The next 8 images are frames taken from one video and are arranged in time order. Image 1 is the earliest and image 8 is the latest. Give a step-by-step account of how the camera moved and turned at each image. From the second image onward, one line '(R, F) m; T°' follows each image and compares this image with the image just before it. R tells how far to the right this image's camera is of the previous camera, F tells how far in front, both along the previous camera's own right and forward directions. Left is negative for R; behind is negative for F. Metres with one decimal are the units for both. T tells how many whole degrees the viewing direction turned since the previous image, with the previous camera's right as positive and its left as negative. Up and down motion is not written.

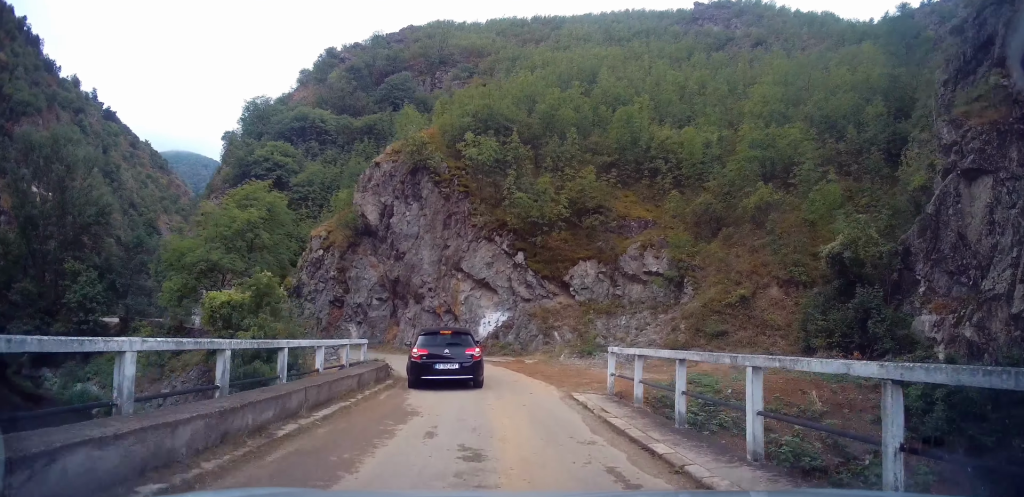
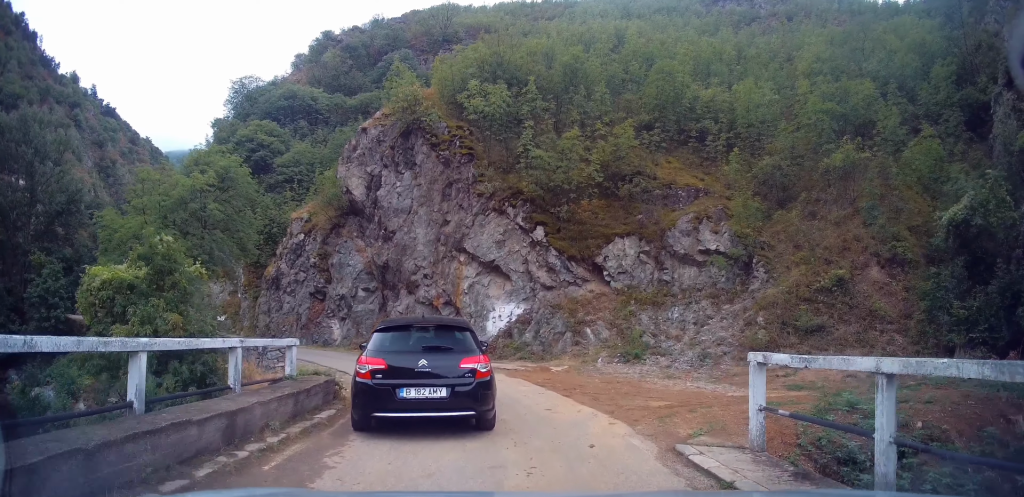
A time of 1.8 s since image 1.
(-0.1, +6.9) m; +1°
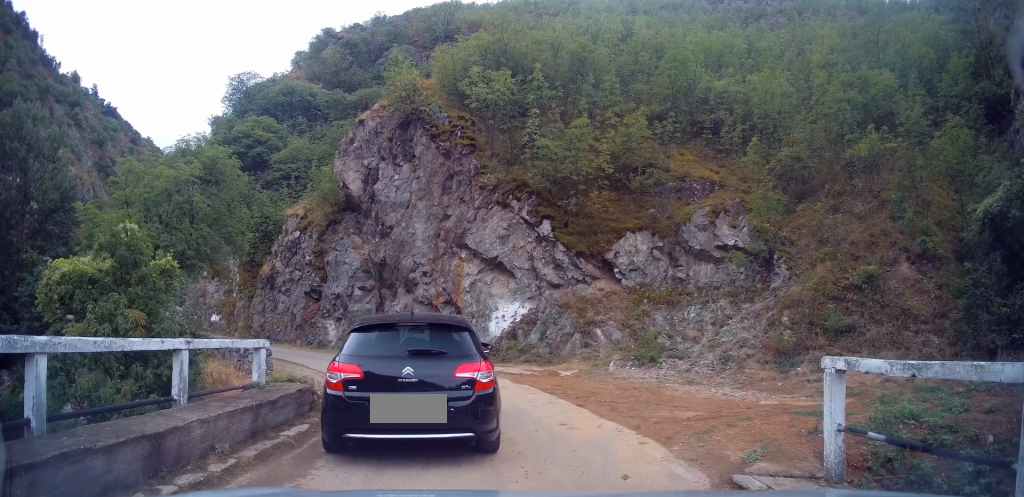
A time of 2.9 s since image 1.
(+0.1, +2.0) m; +4°
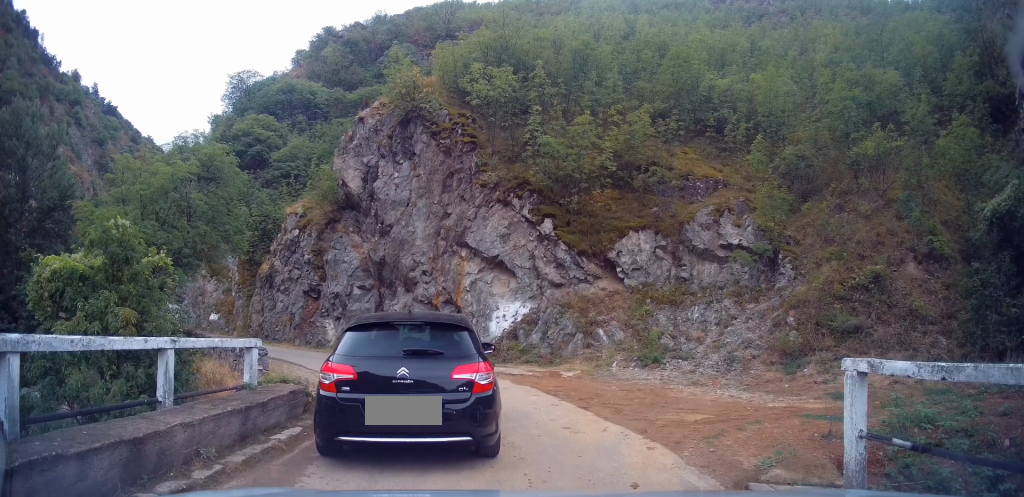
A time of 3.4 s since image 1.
(0.0, +0.5) m; 0°
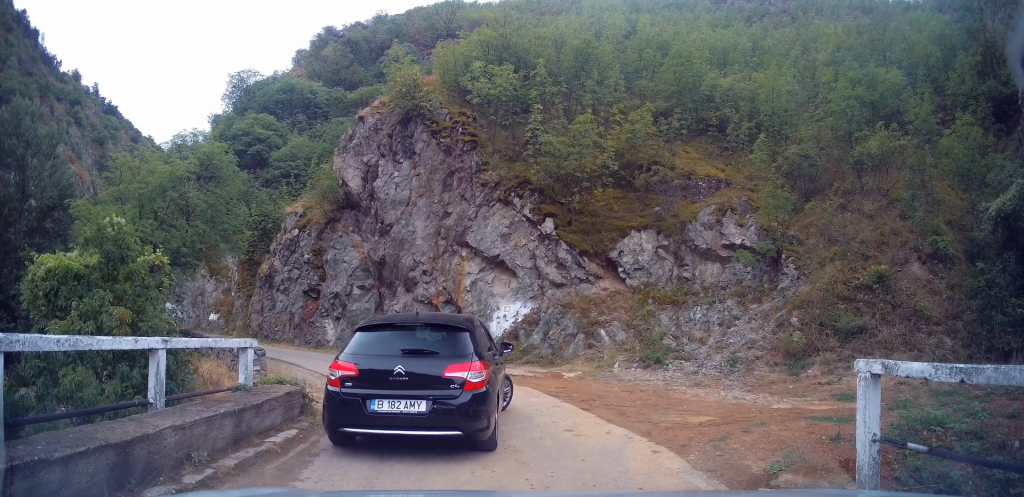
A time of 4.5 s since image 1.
(-0.1, +0.3) m; 0°
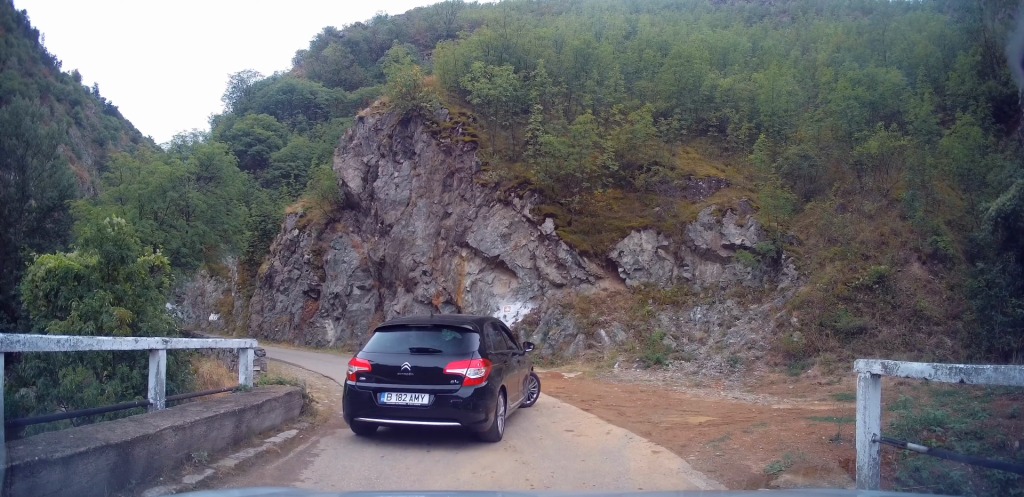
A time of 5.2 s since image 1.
(0.0, 0.0) m; 0°
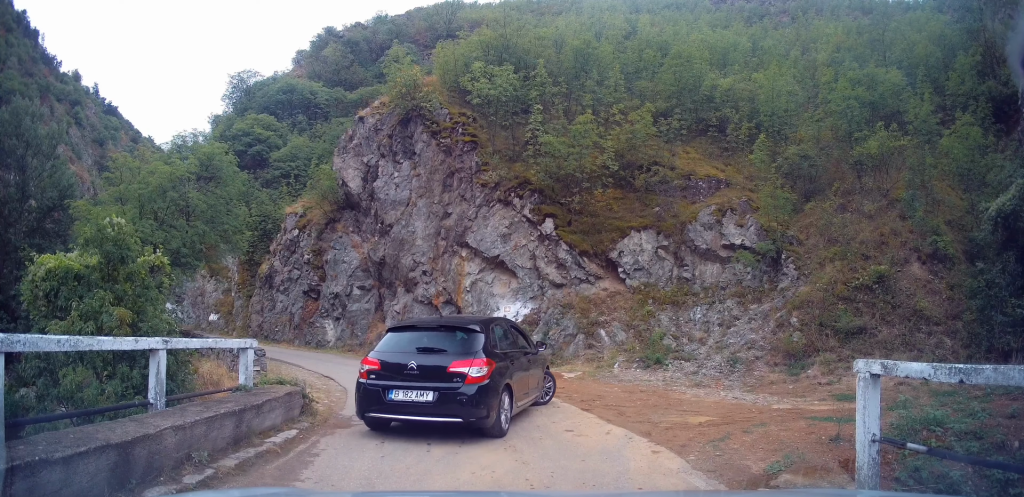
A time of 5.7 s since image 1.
(0.0, 0.0) m; 0°
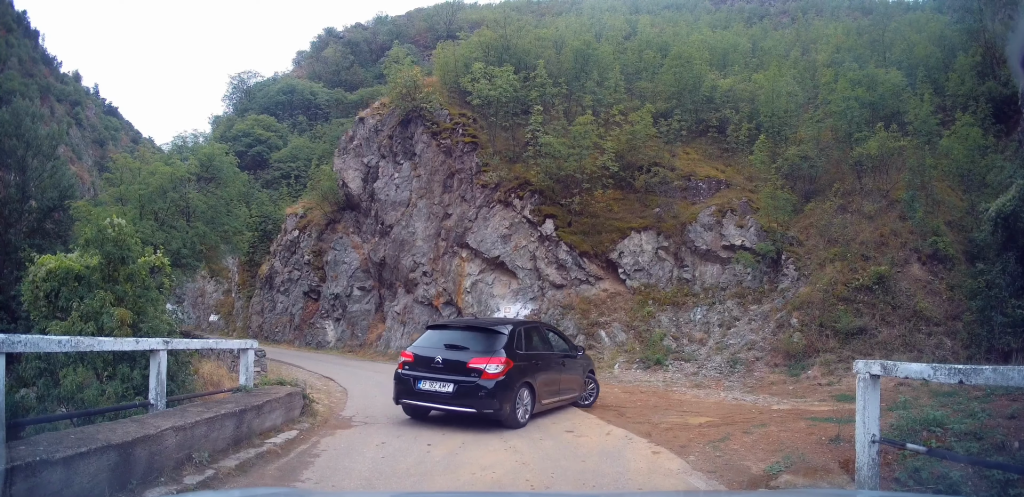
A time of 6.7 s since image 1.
(0.0, 0.0) m; 0°
